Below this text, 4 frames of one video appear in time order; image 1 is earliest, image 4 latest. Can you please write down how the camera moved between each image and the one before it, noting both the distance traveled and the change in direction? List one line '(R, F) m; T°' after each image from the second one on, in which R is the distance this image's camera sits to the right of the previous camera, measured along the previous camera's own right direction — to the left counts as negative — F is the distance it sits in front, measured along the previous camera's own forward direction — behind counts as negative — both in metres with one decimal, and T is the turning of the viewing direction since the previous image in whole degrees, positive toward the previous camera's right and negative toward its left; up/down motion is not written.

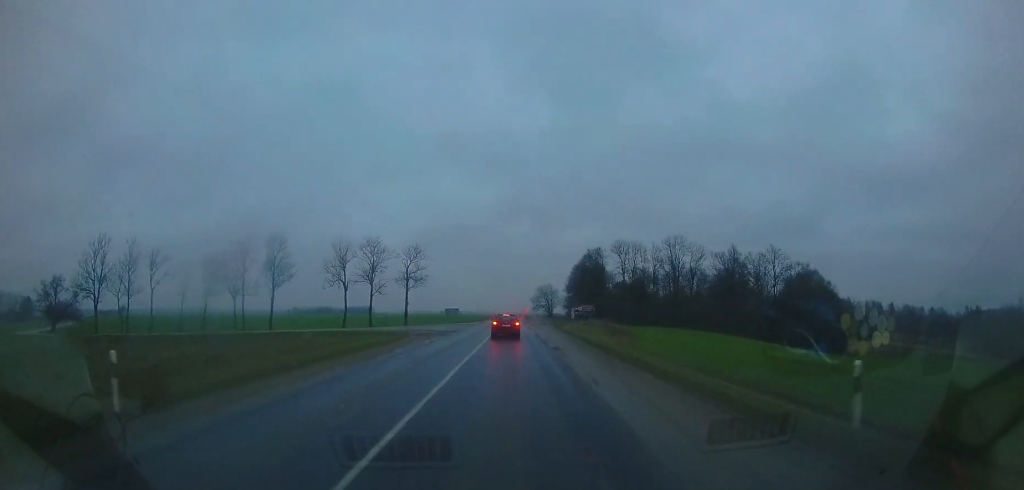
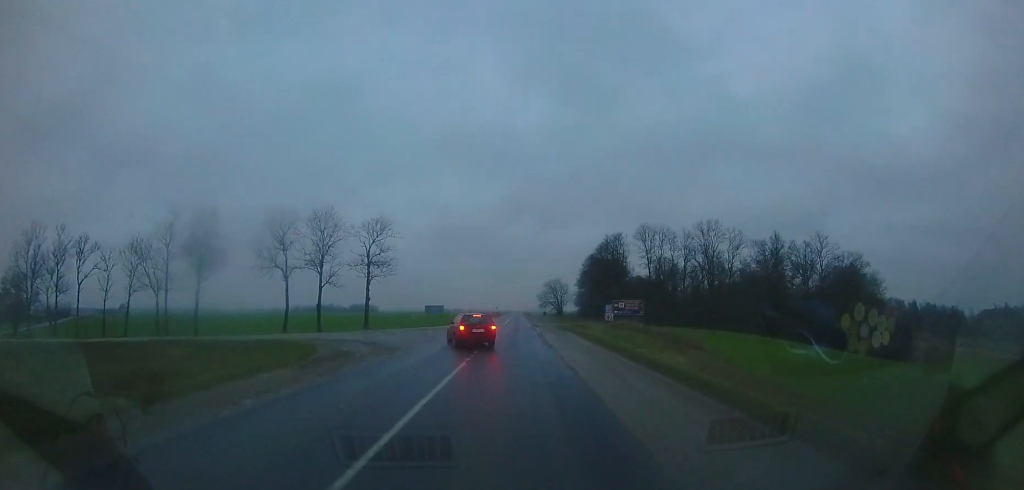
(-0.1, +14.9) m; -1°
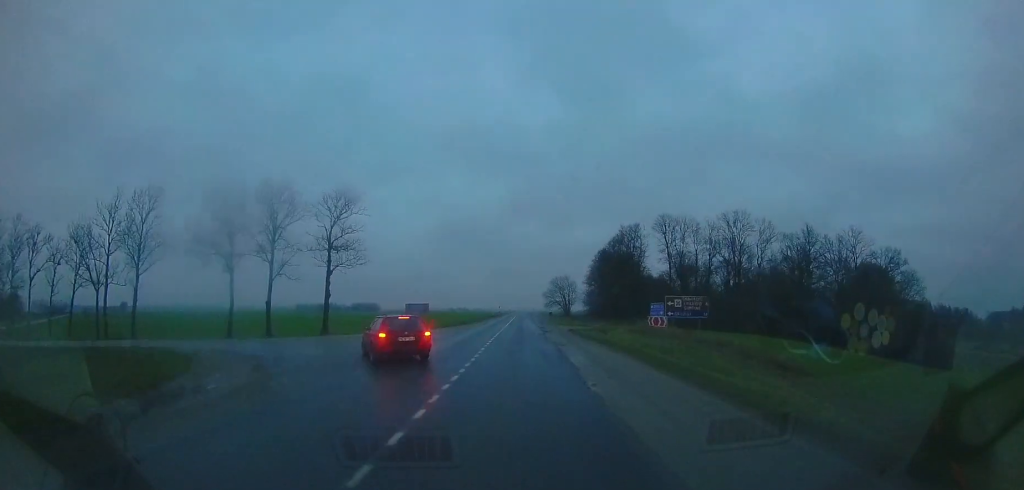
(-0.1, +8.7) m; -1°
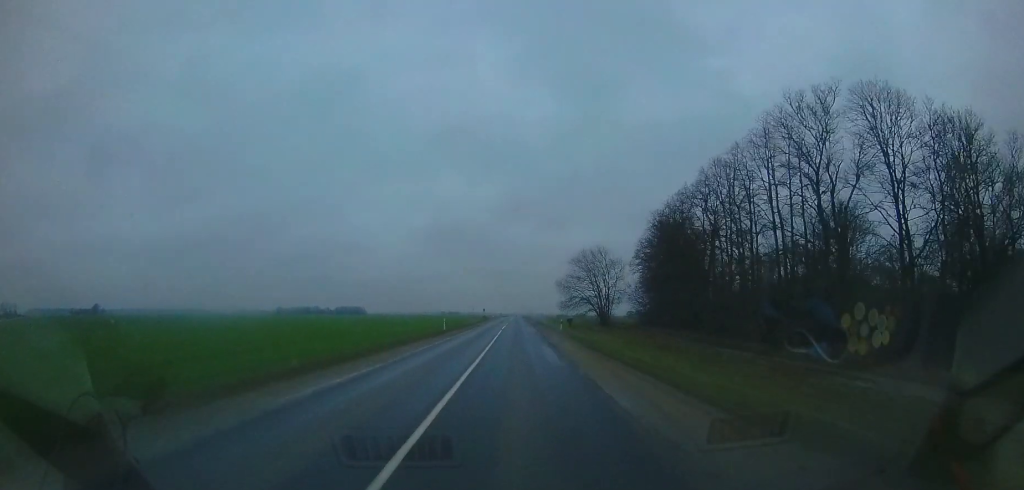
(+1.1, +47.0) m; +2°
